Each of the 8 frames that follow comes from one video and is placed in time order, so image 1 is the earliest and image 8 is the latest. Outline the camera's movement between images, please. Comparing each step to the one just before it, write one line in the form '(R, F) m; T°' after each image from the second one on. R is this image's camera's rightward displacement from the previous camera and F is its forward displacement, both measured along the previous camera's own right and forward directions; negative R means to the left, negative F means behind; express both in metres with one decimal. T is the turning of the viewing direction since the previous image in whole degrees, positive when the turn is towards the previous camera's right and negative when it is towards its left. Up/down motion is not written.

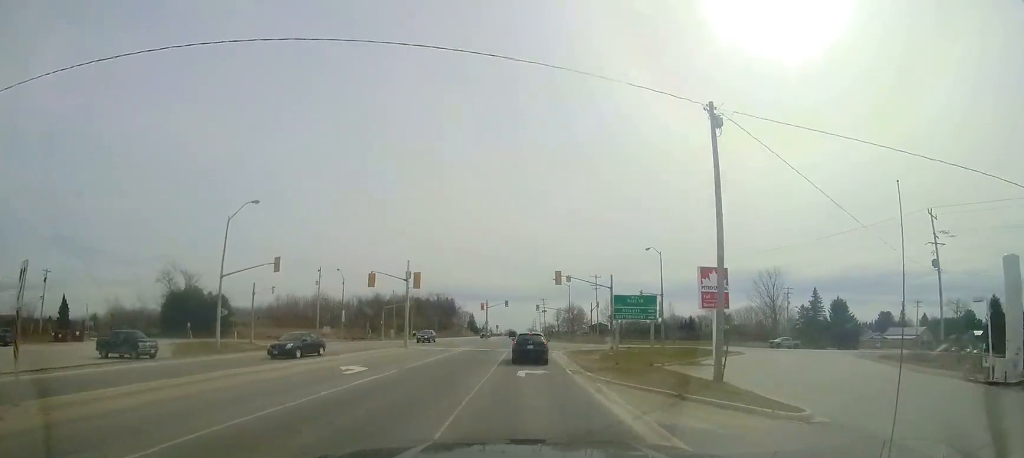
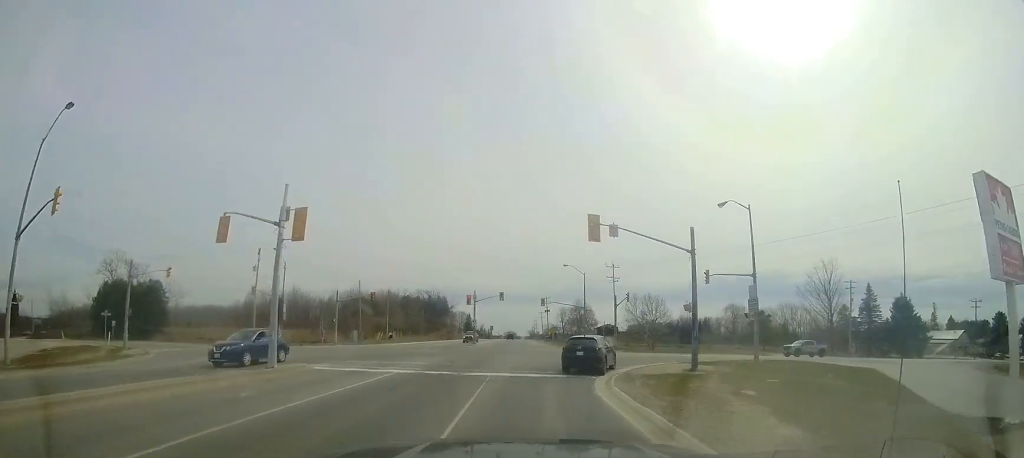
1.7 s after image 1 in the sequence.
(-0.5, +17.5) m; +3°
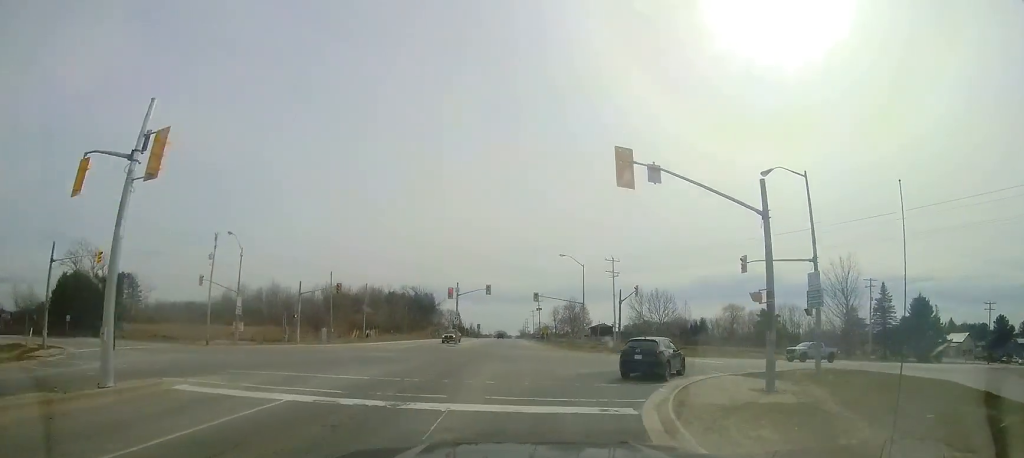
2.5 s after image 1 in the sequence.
(+0.3, +6.6) m; +6°
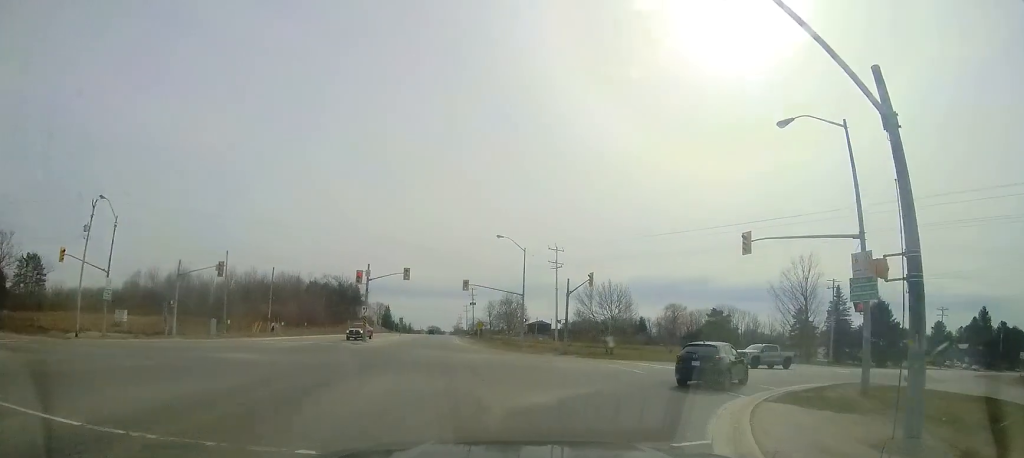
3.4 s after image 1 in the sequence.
(+0.6, +7.6) m; +10°
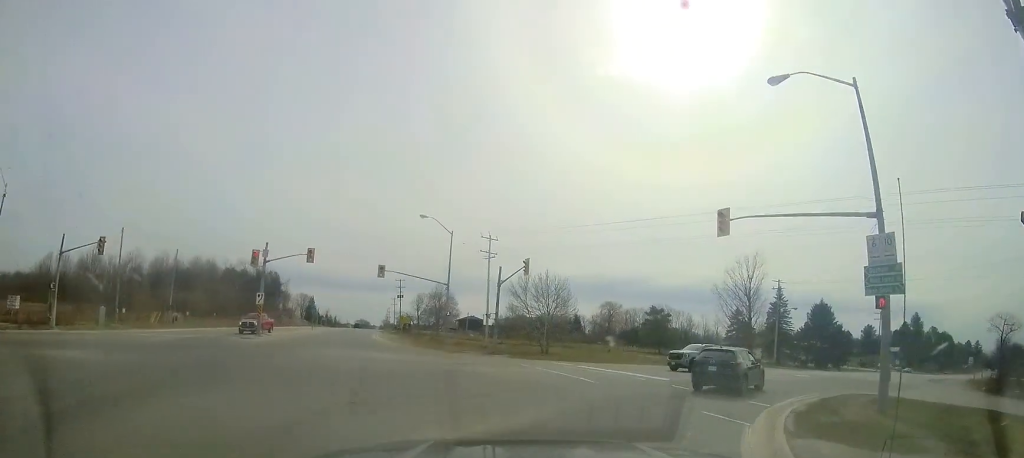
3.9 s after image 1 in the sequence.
(+0.1, +4.7) m; +7°
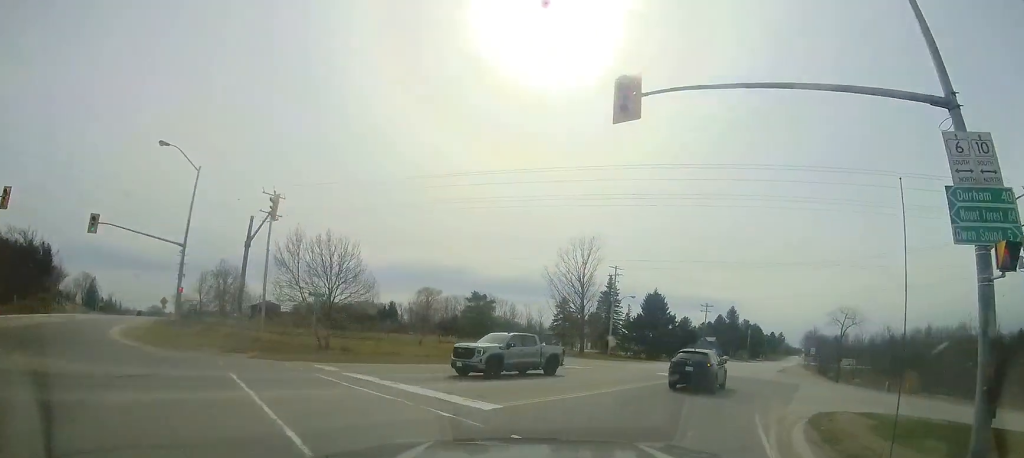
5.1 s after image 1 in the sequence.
(+1.4, +9.9) m; +16°
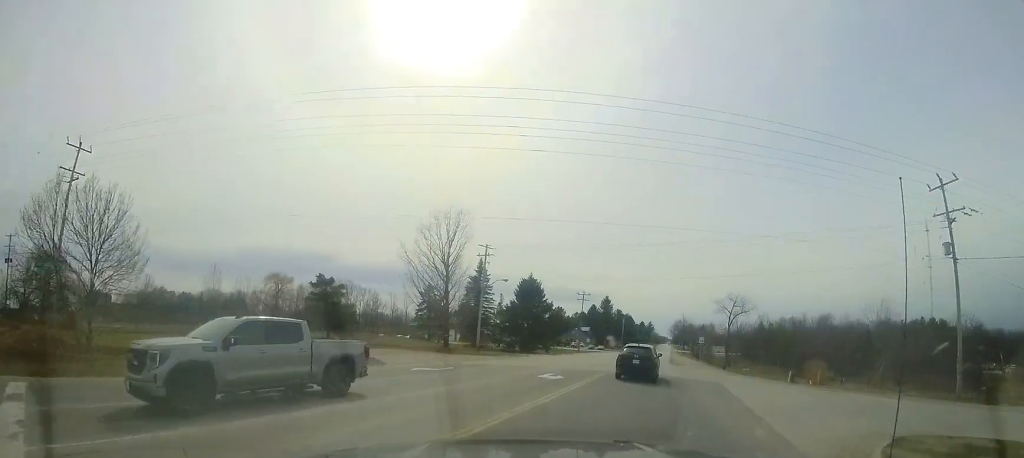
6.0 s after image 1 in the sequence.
(+0.8, +6.9) m; +20°
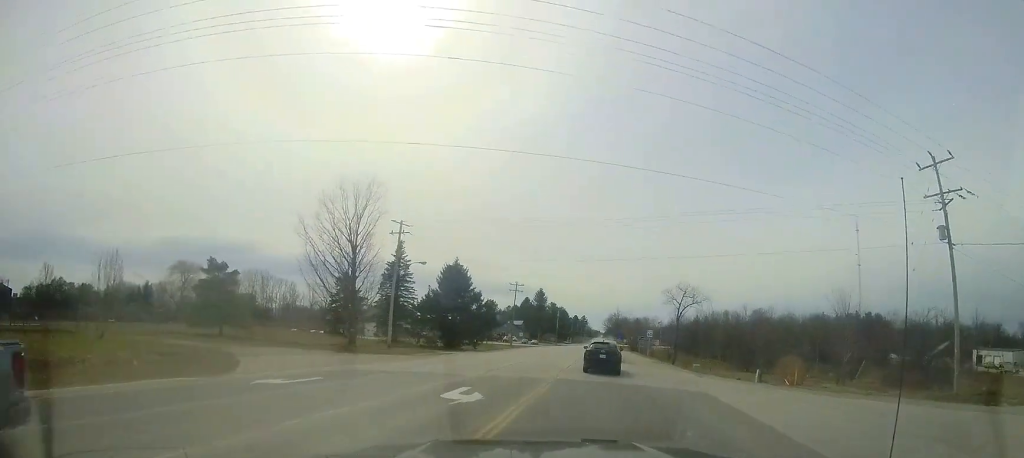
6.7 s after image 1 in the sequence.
(+1.3, +5.8) m; +15°
